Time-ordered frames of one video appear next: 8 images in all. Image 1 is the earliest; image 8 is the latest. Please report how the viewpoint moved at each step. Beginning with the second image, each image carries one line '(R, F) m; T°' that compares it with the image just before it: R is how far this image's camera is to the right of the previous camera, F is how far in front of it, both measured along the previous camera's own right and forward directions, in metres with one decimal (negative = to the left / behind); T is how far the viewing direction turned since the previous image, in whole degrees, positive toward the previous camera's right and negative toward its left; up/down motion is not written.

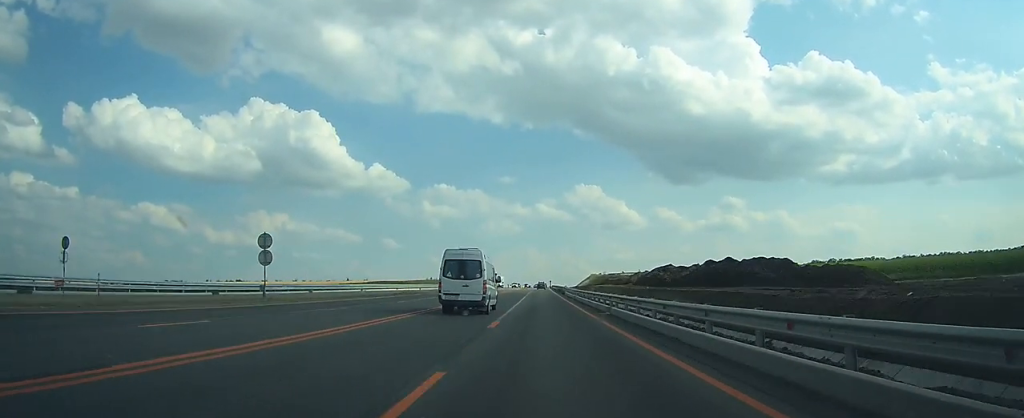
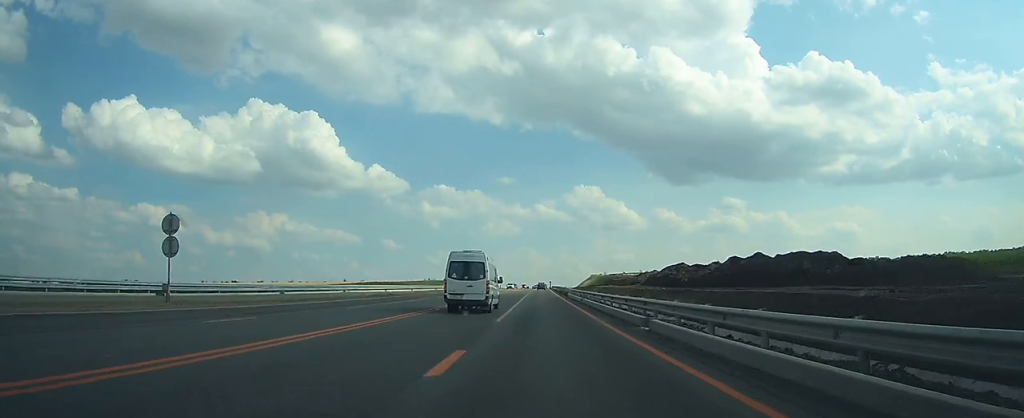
(0.0, +9.3) m; 0°
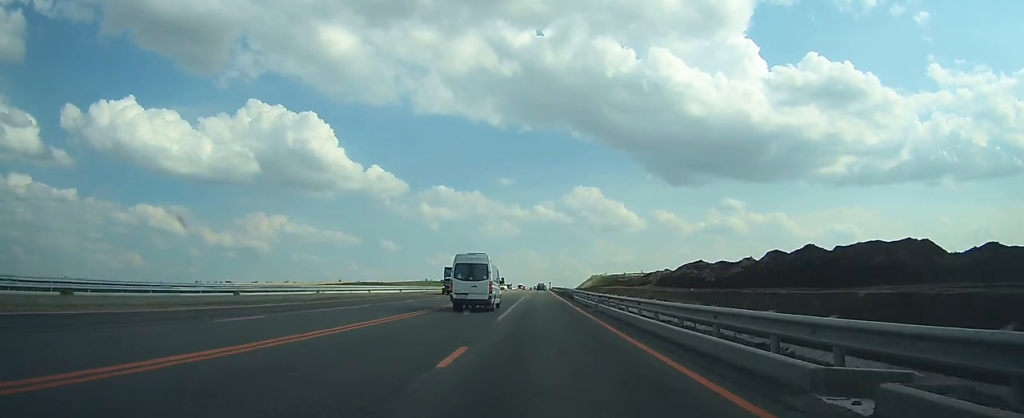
(0.0, +11.4) m; 0°
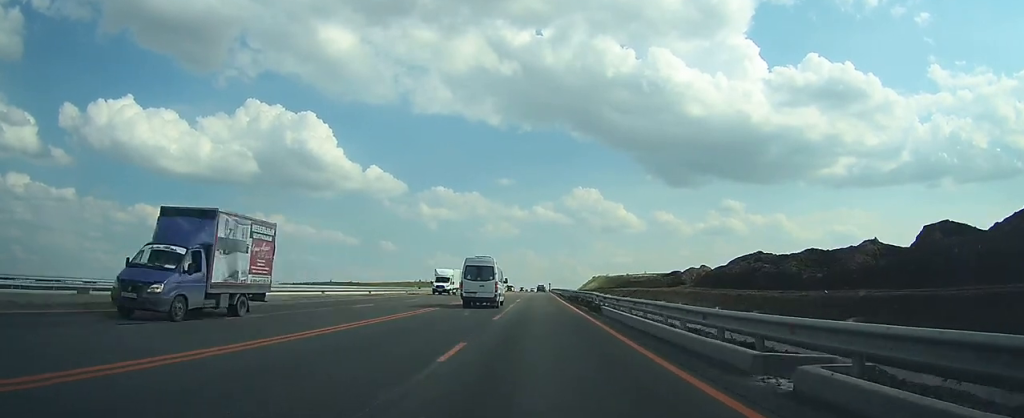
(0.0, +23.6) m; 0°
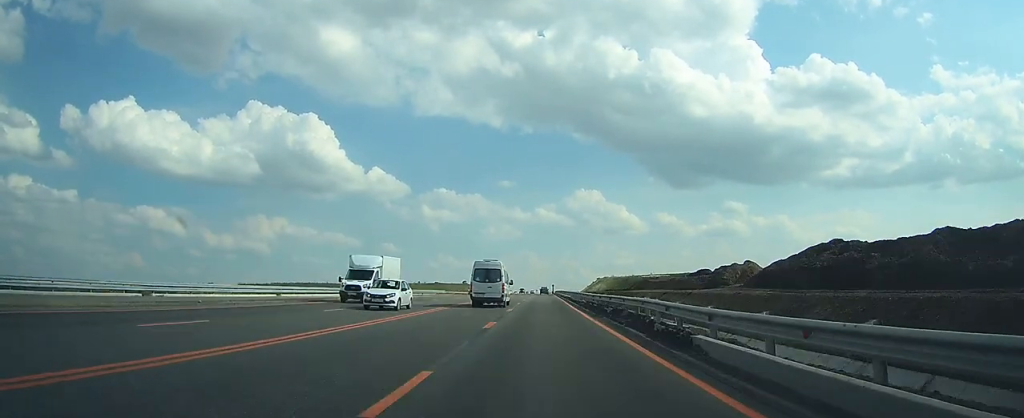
(0.0, +16.4) m; 0°
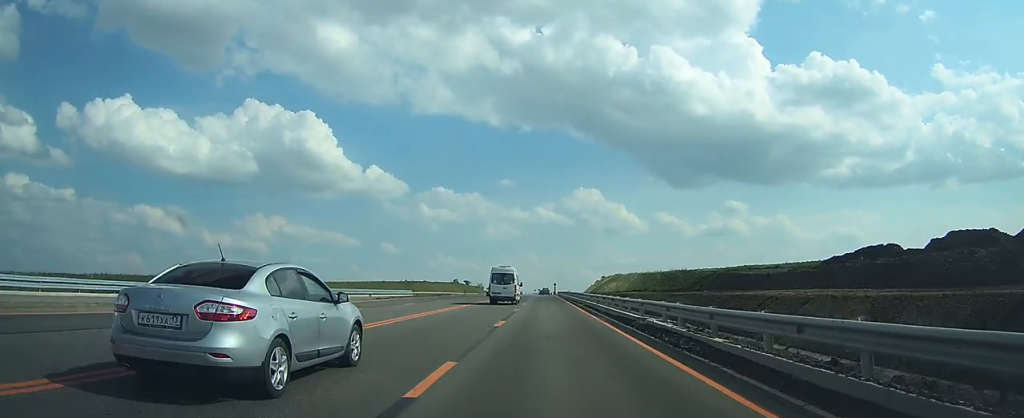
(+0.1, +47.8) m; 0°
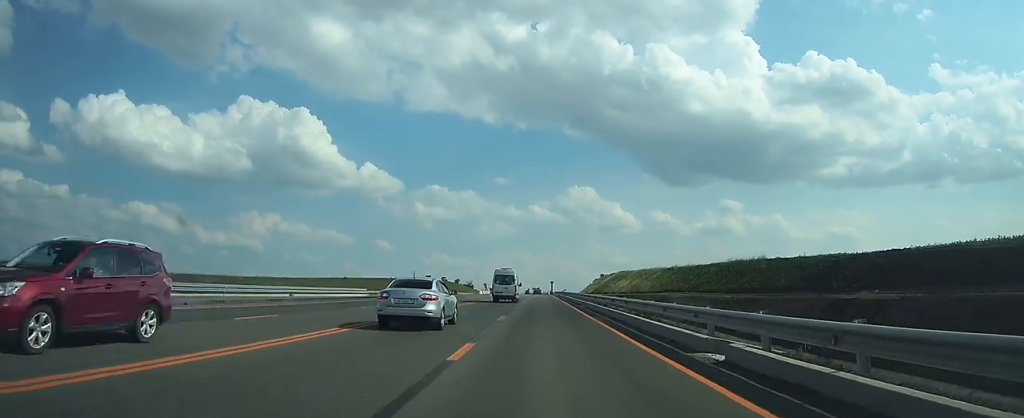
(0.0, +33.5) m; 0°
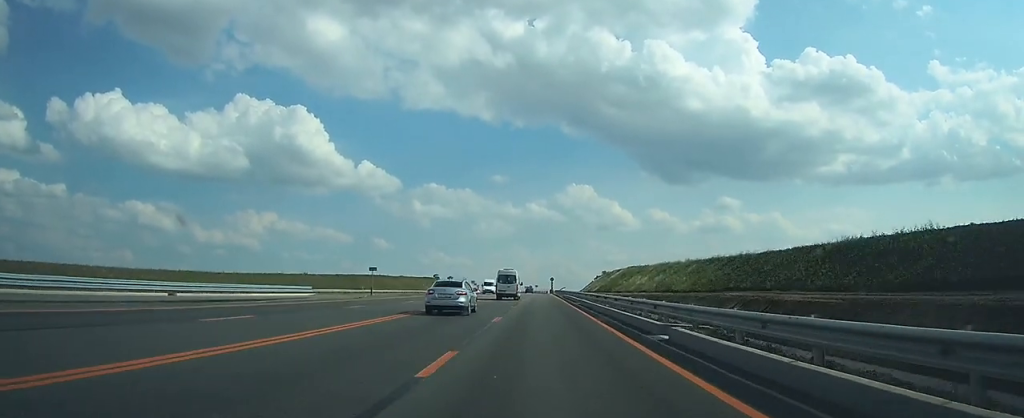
(+0.2, +26.2) m; 0°
